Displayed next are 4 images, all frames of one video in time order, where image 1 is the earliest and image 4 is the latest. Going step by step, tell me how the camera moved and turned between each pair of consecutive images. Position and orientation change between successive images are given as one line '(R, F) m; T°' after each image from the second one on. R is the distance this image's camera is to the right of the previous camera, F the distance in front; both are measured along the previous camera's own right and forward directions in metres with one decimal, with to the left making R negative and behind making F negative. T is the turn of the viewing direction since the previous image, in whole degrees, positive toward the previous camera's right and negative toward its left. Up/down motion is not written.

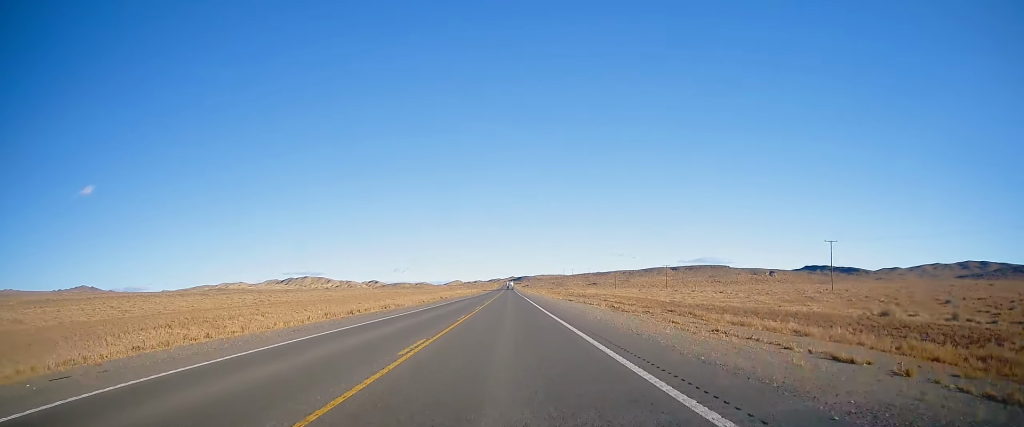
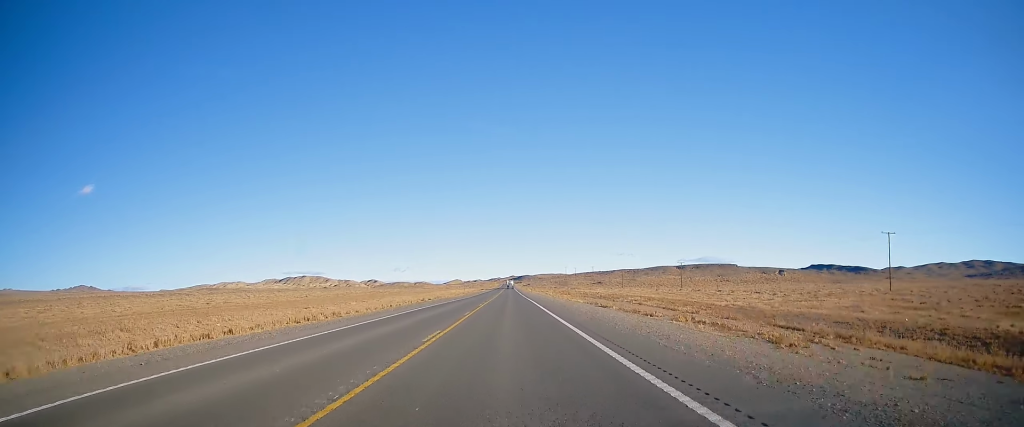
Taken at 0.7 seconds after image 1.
(0.0, +21.5) m; 0°
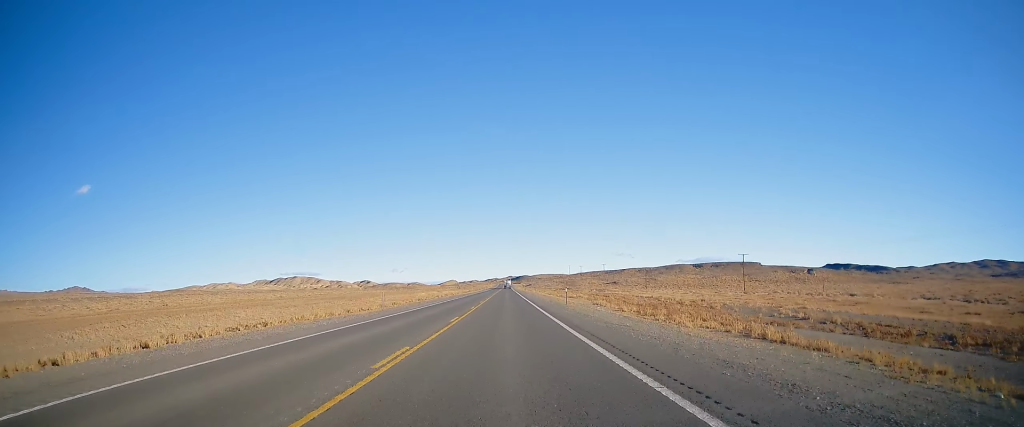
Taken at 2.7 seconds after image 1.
(-0.1, +65.1) m; 0°
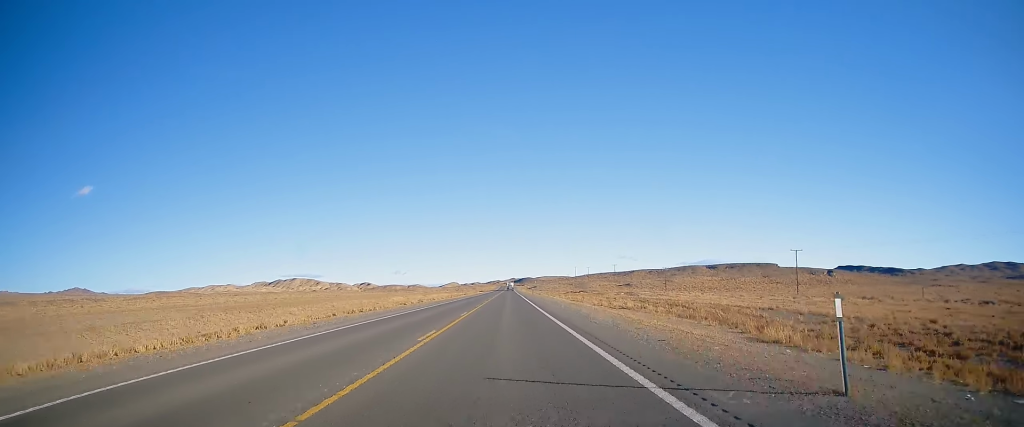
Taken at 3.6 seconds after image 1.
(0.0, +31.6) m; 0°
